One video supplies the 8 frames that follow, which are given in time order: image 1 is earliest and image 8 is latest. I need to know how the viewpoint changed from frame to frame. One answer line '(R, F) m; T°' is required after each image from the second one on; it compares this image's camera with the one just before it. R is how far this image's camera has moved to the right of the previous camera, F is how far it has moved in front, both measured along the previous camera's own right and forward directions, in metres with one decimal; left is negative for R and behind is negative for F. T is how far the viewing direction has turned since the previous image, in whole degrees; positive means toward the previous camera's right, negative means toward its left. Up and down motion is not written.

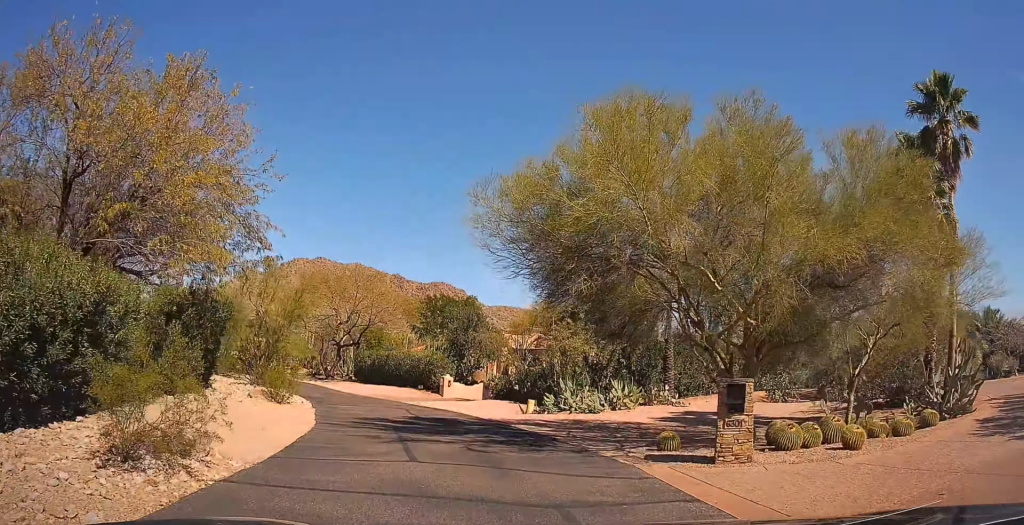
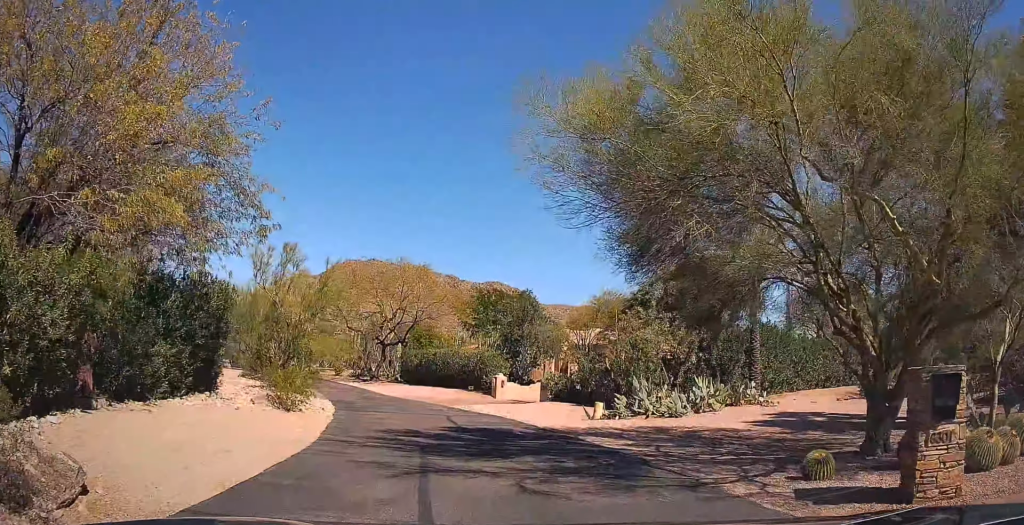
(-0.1, +3.9) m; -5°
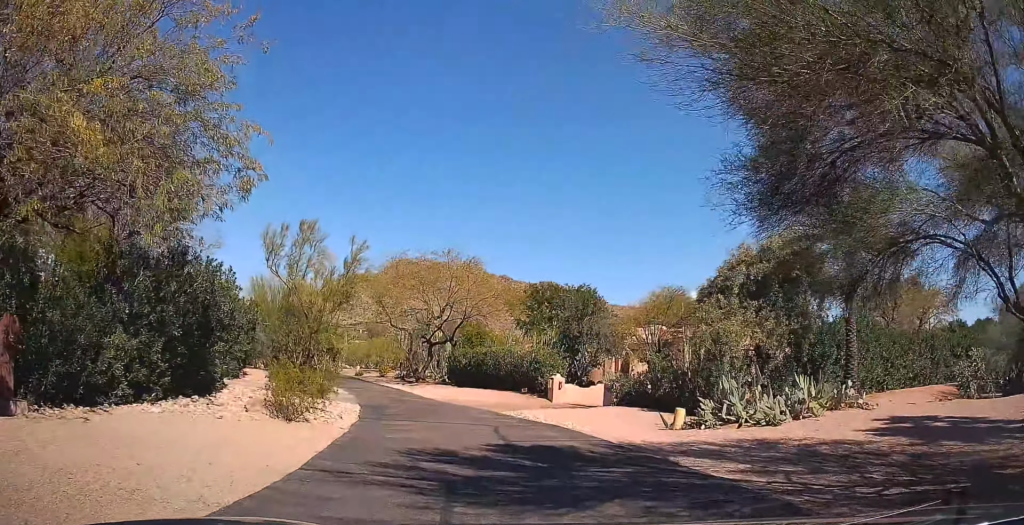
(-0.3, +3.6) m; -5°
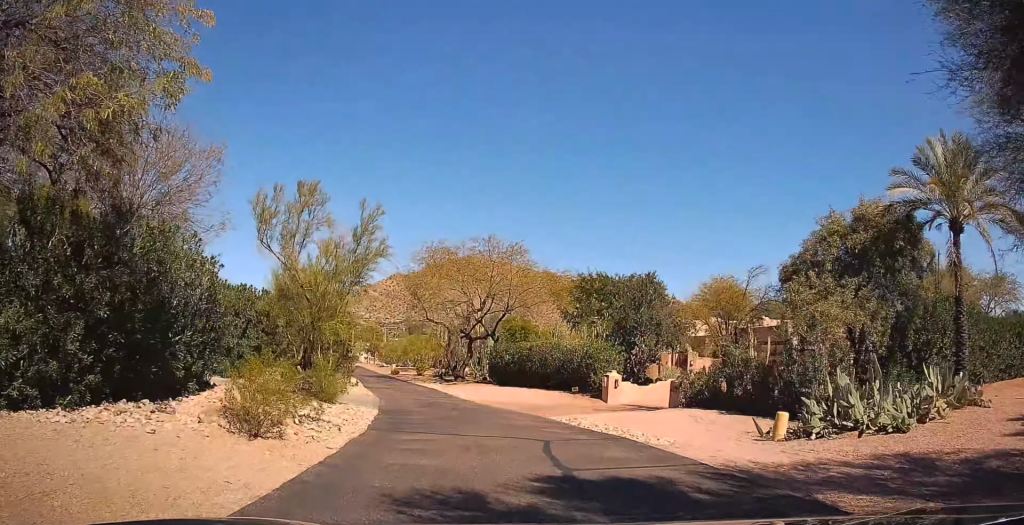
(0.0, +4.0) m; -2°
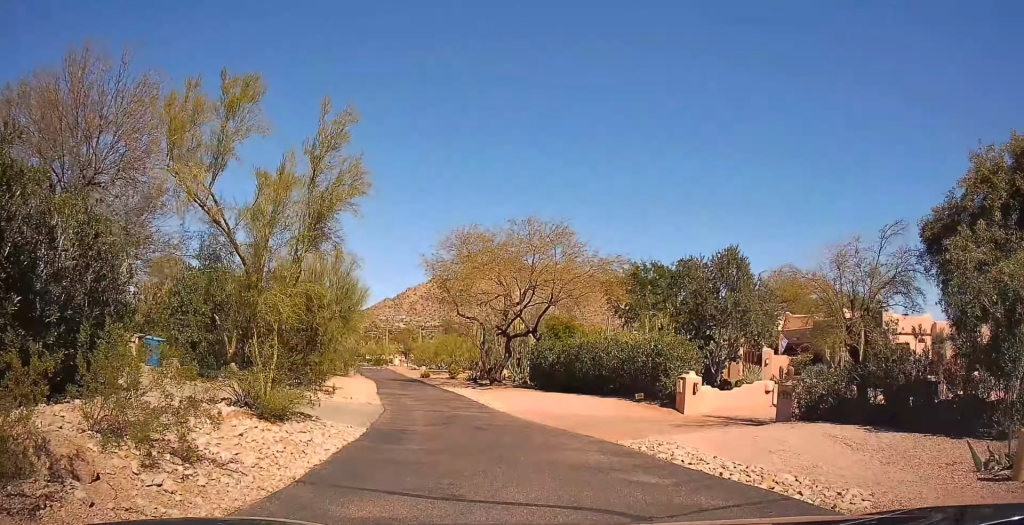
(-0.2, +6.2) m; -2°
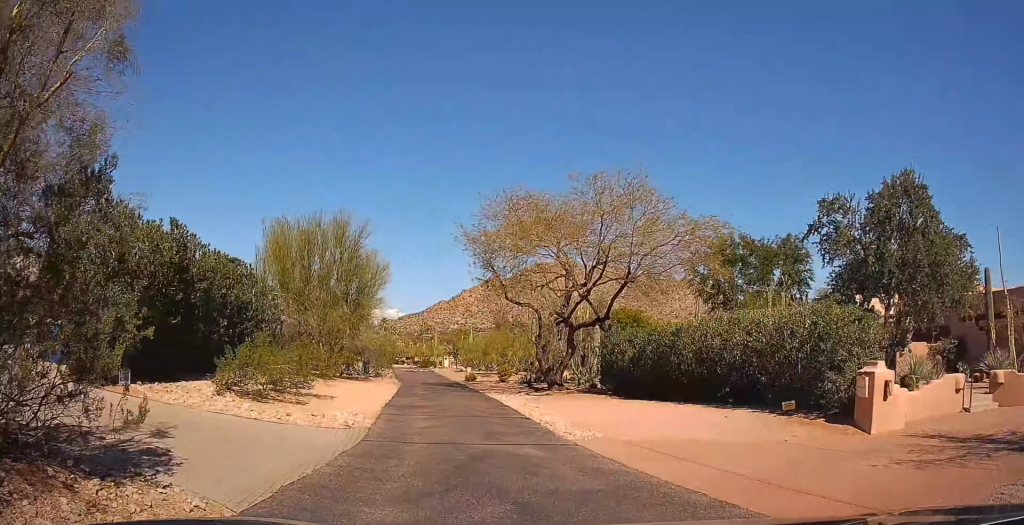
(-0.4, +8.4) m; -7°
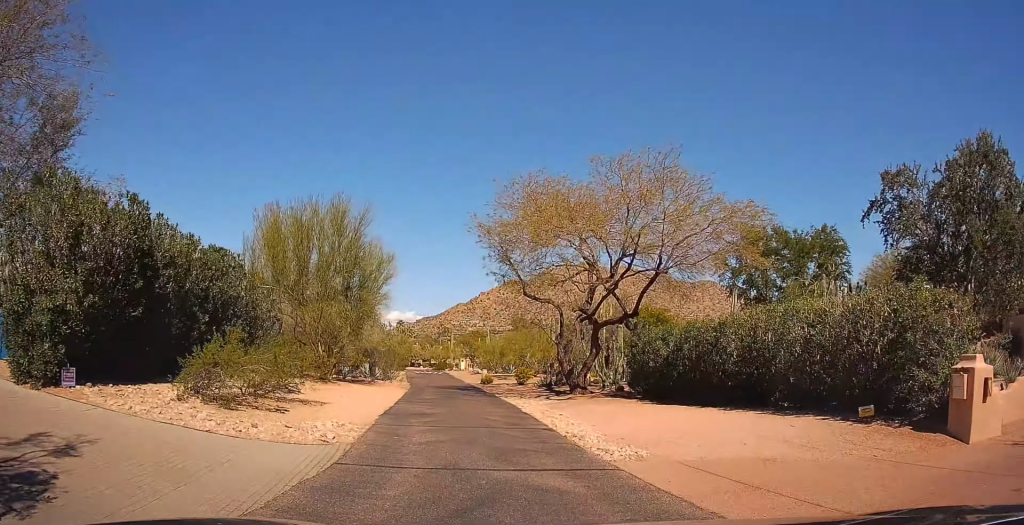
(0.0, +2.5) m; -2°
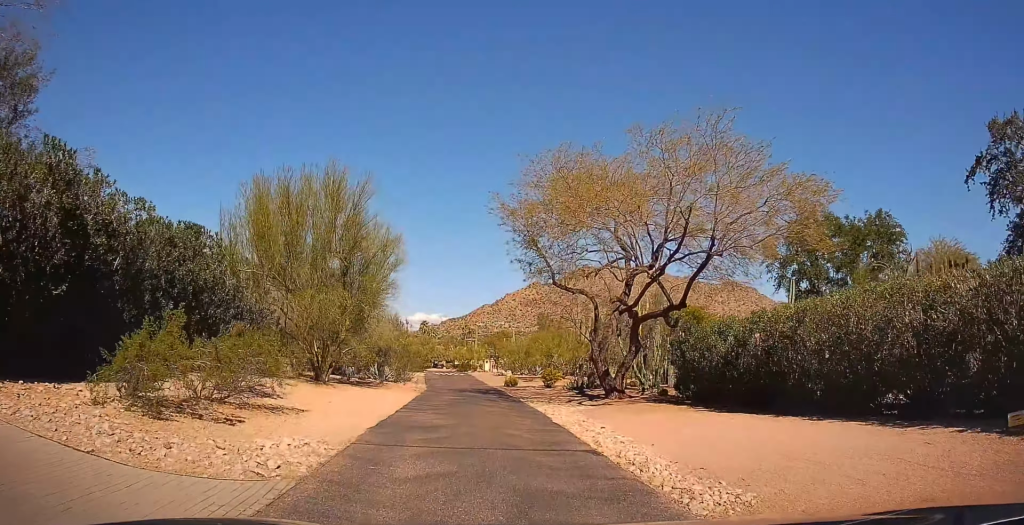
(-0.1, +3.6) m; -3°
